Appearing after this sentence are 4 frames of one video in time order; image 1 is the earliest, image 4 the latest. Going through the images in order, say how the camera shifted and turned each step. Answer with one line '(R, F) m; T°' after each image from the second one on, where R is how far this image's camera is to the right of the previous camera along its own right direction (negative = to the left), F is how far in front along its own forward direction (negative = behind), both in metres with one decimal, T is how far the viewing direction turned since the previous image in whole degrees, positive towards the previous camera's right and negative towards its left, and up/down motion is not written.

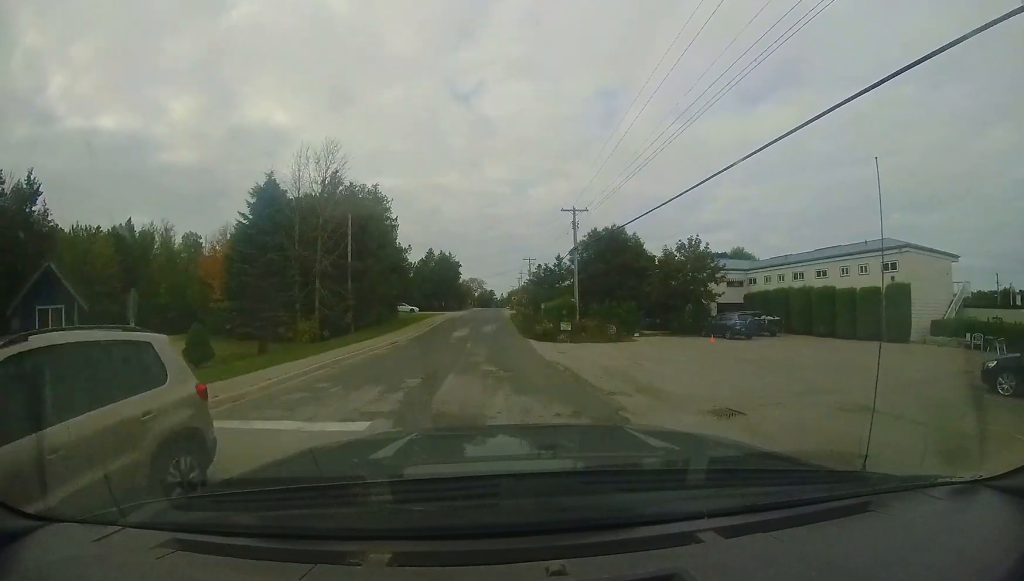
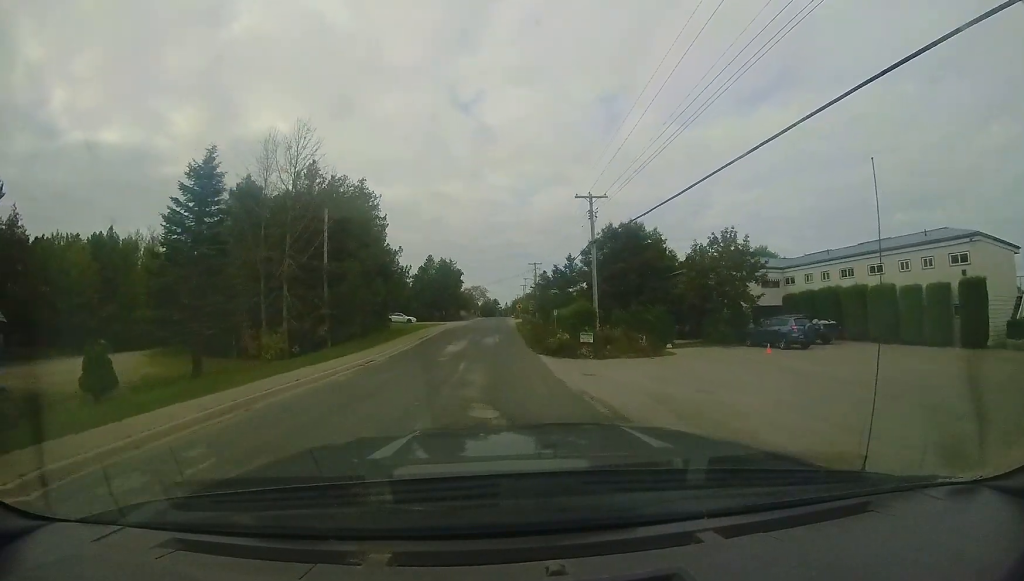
(+0.1, +2.9) m; +3°
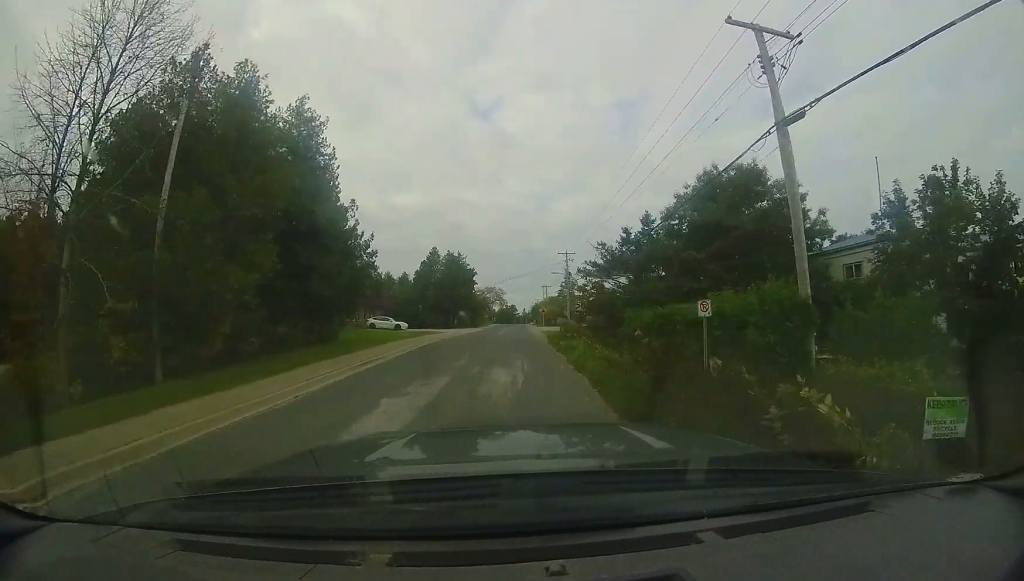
(-0.3, +11.8) m; -6°
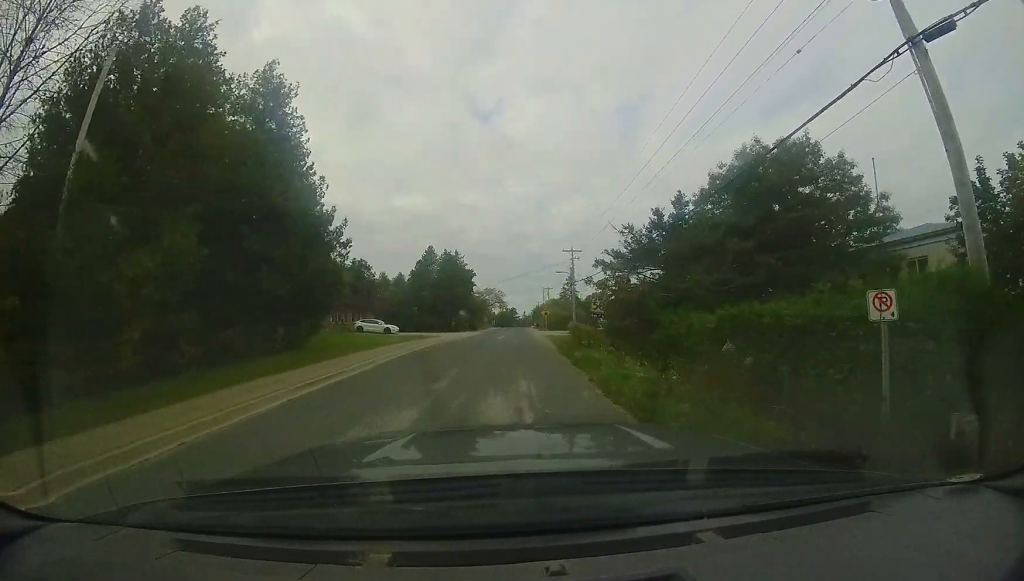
(-0.1, +3.5) m; 0°
